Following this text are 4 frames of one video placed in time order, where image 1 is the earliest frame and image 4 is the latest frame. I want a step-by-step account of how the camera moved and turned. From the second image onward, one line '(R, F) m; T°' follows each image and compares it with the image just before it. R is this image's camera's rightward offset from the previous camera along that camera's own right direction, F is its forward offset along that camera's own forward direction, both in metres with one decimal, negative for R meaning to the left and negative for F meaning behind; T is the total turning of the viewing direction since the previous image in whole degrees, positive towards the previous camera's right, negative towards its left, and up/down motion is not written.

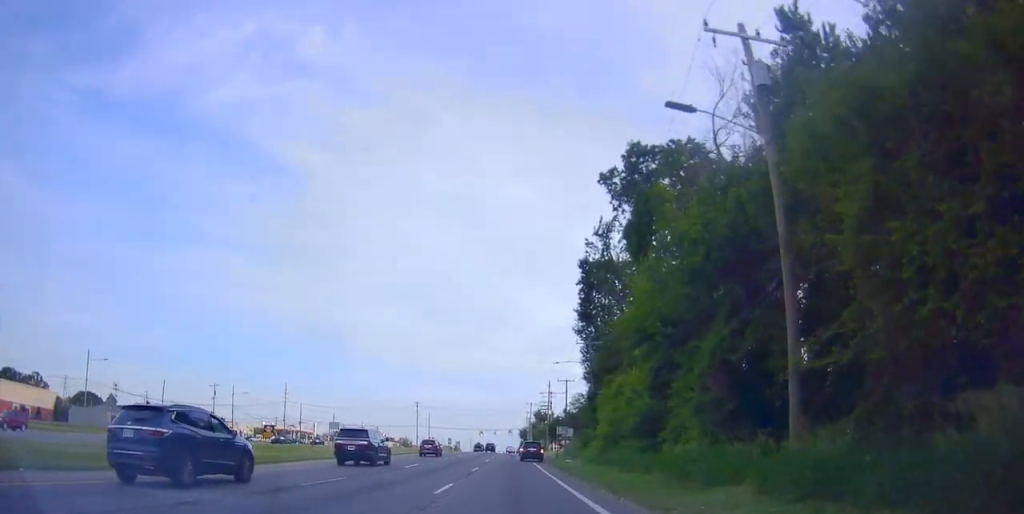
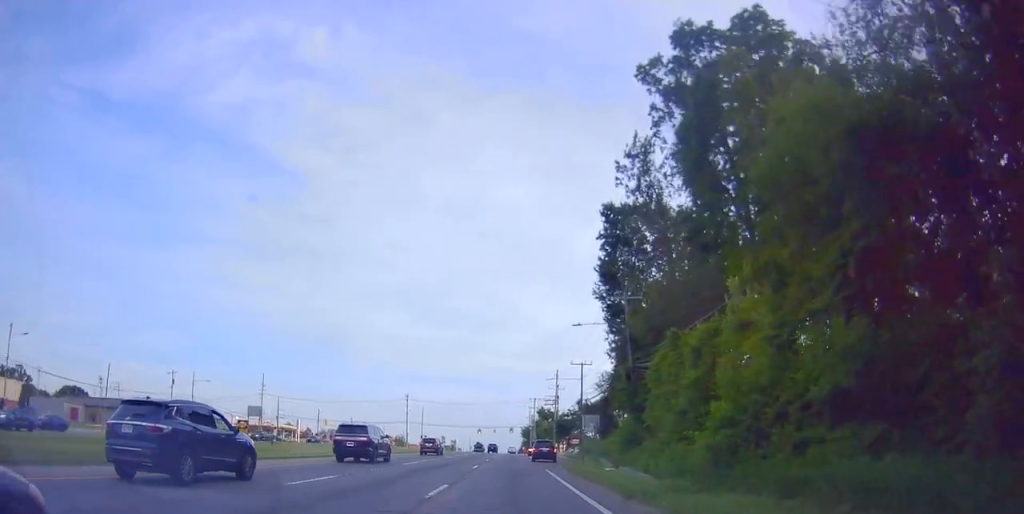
(-0.3, +16.4) m; +1°
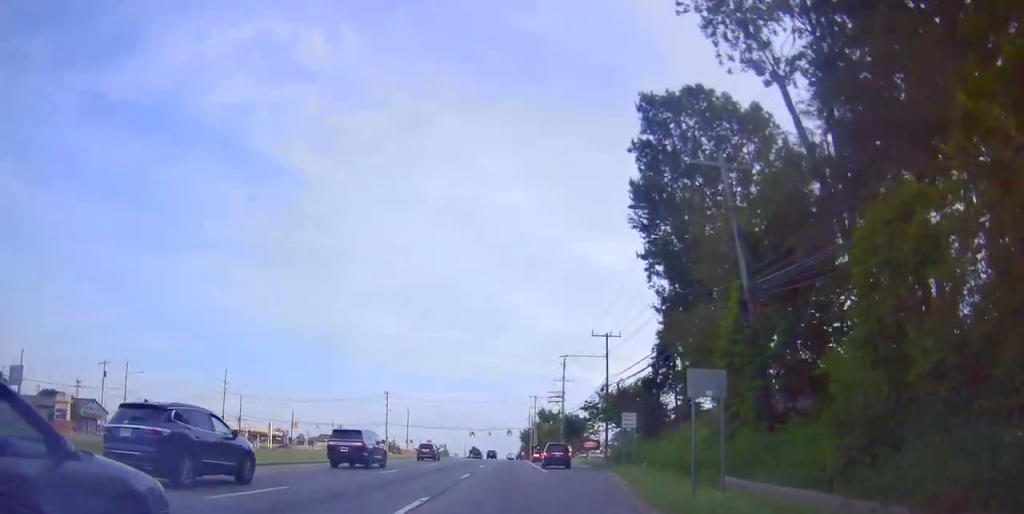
(+0.8, +19.5) m; 0°
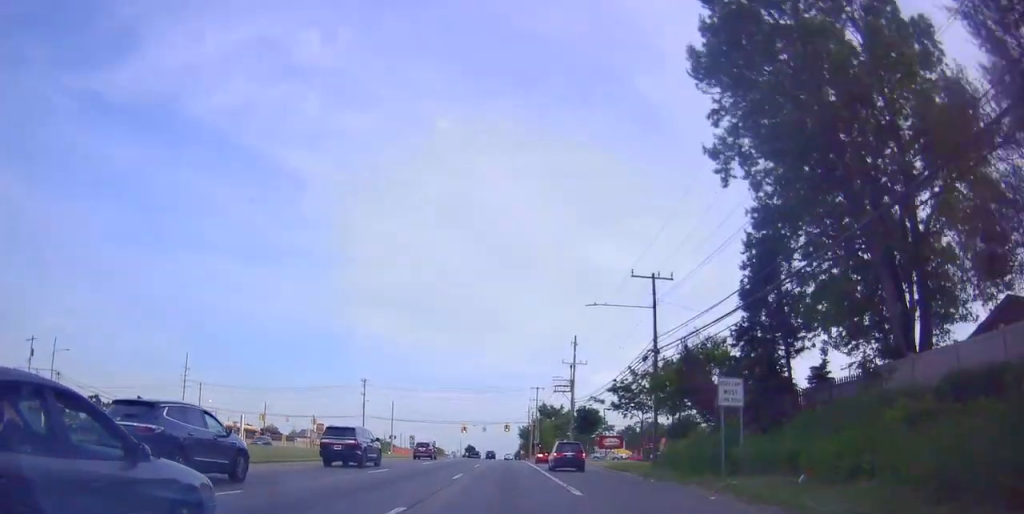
(-0.6, +16.7) m; -1°
